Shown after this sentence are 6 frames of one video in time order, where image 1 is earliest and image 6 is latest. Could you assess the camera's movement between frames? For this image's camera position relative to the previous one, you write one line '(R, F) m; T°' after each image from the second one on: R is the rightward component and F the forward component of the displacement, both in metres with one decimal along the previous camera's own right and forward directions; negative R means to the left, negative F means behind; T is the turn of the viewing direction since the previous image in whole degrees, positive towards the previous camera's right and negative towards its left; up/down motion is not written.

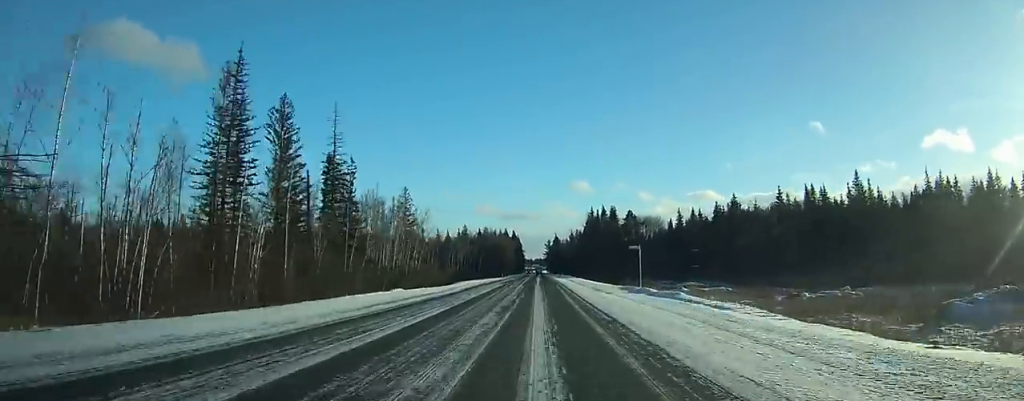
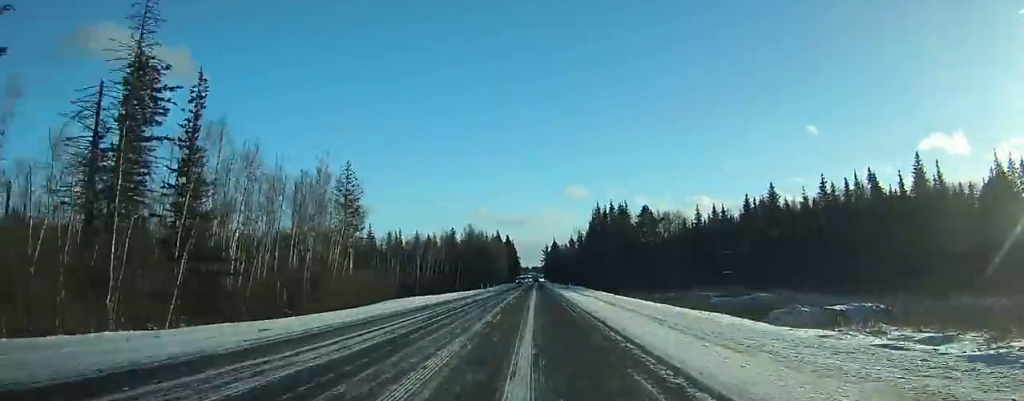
(+2.7, +33.6) m; +4°
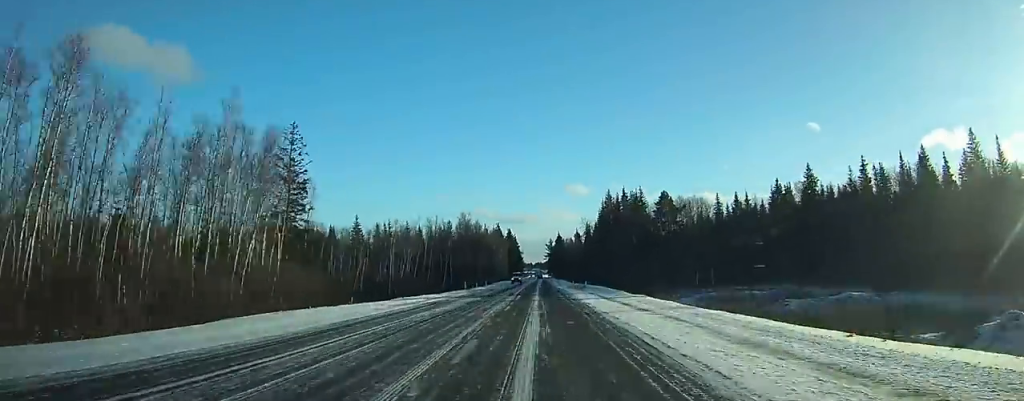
(+0.3, +20.3) m; +1°
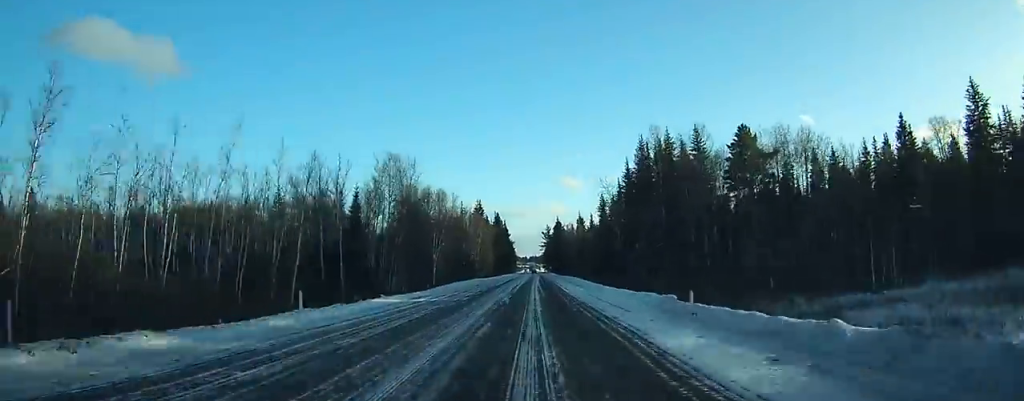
(-0.2, +58.3) m; 0°
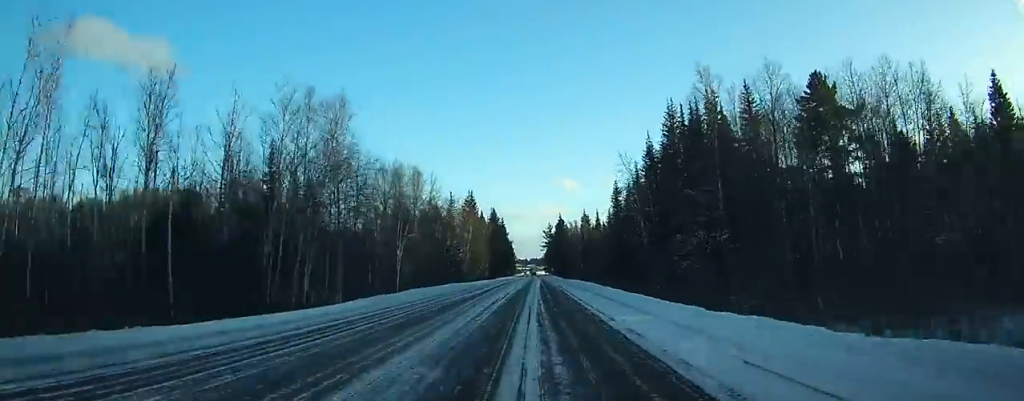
(0.0, +23.8) m; 0°
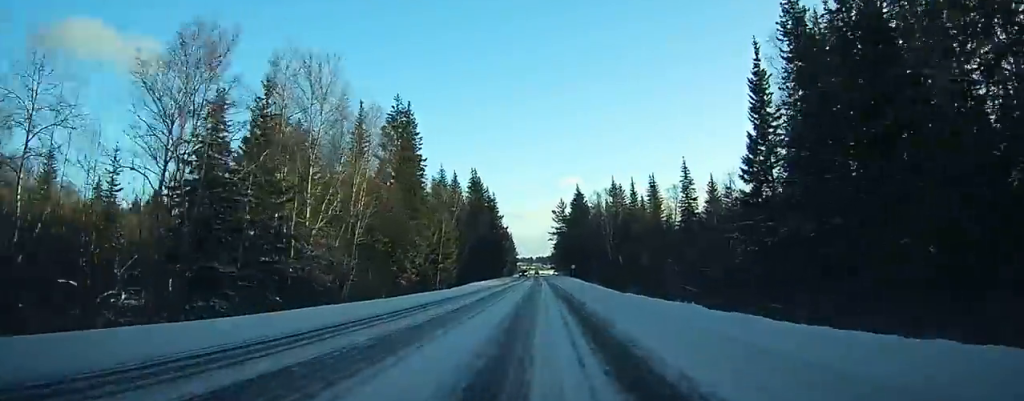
(+1.0, +81.6) m; +1°
